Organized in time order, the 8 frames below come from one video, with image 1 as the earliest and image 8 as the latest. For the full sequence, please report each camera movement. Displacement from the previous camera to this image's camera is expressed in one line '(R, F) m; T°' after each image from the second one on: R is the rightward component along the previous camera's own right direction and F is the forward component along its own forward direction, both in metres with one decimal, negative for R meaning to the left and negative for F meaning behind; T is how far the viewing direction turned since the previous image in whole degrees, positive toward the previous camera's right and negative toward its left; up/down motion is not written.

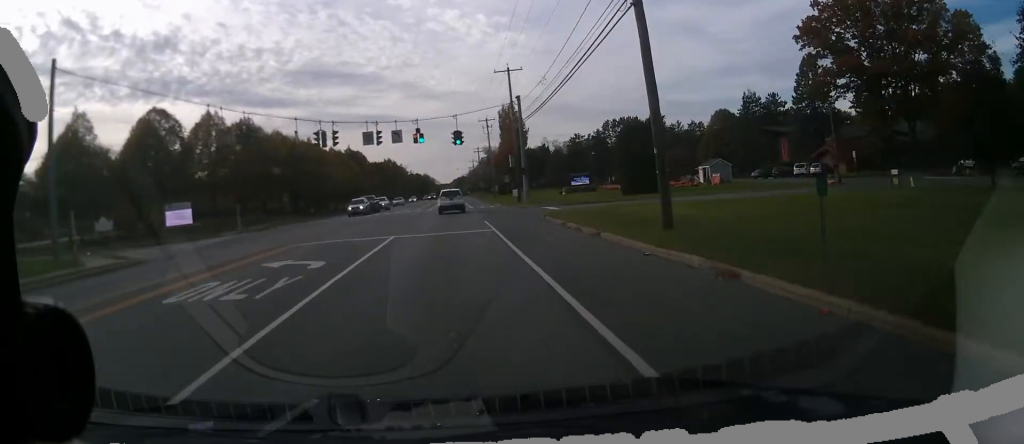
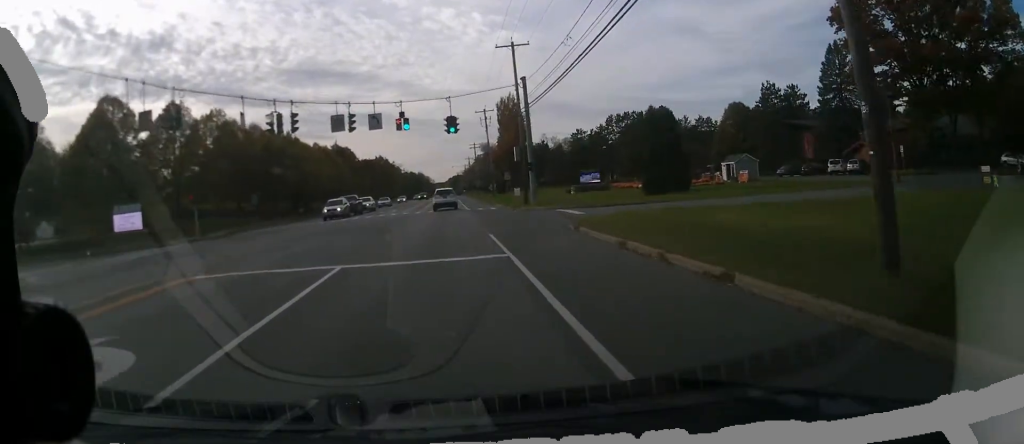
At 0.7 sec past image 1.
(+0.1, +11.4) m; -1°
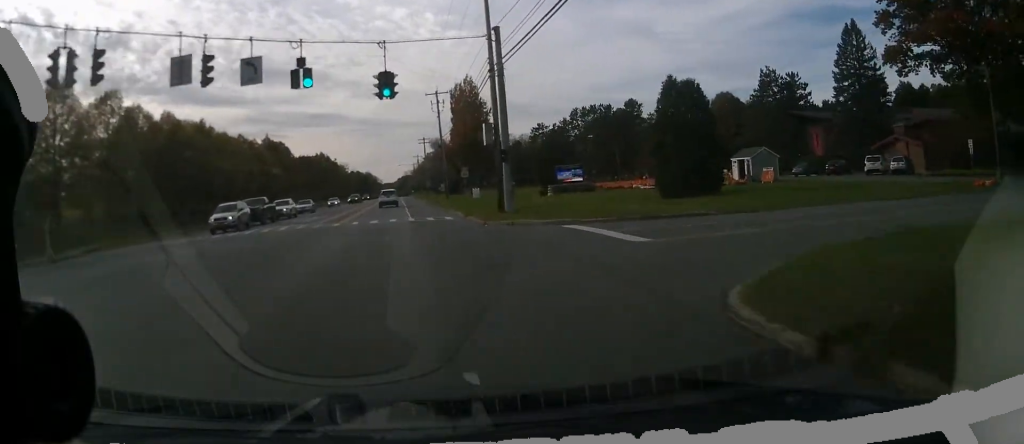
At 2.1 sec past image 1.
(-0.6, +20.8) m; 0°
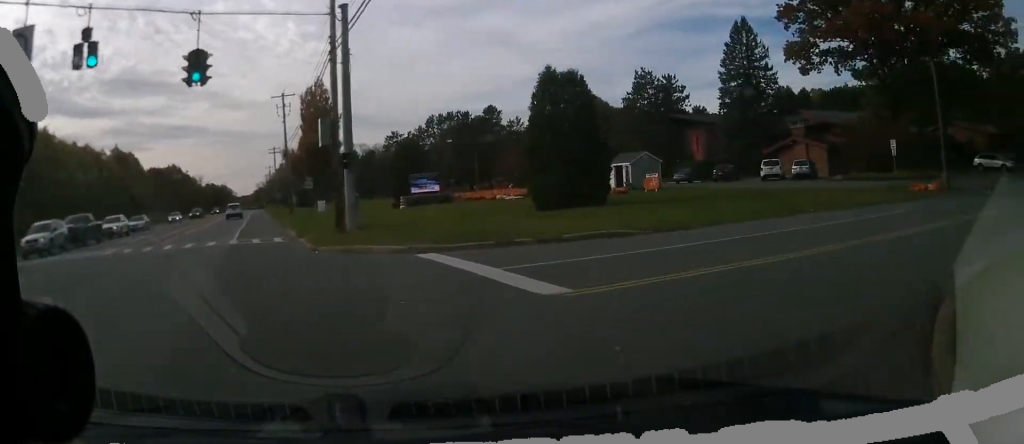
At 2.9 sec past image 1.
(+0.6, +8.1) m; +5°
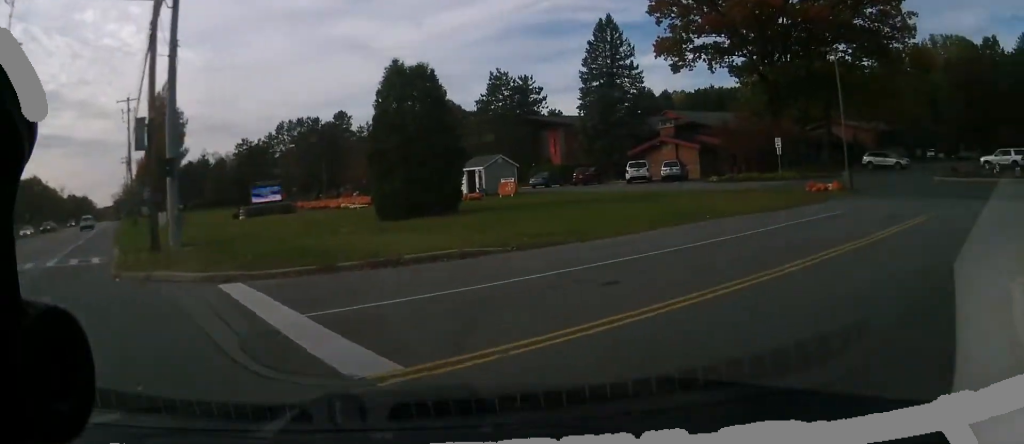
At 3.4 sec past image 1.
(+0.1, +5.0) m; +5°
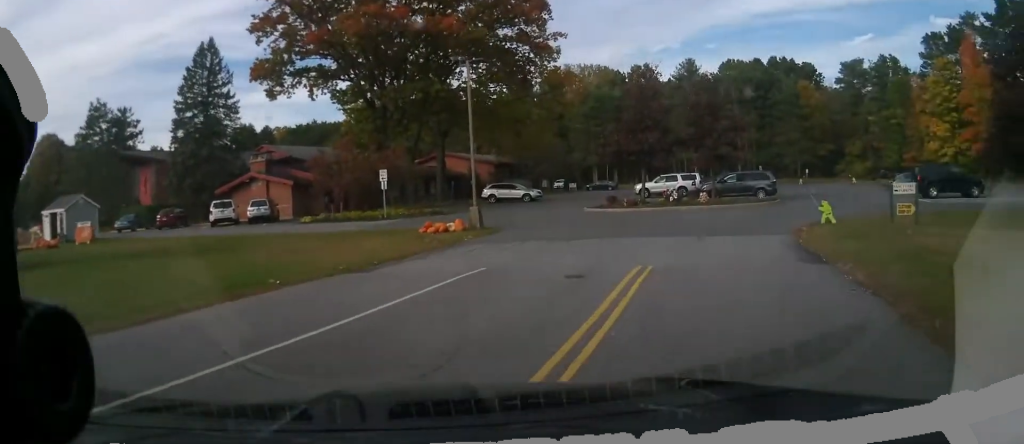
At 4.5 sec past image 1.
(+0.8, +8.8) m; +21°
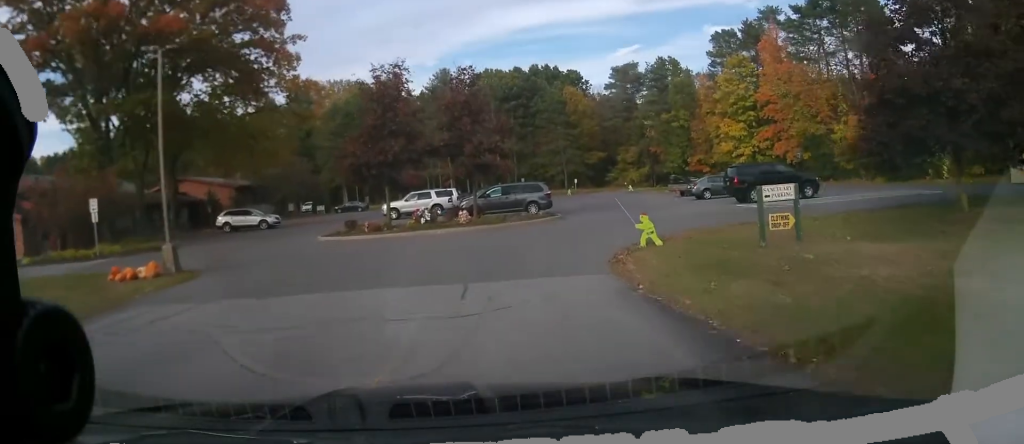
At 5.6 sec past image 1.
(+2.0, +5.5) m; +41°
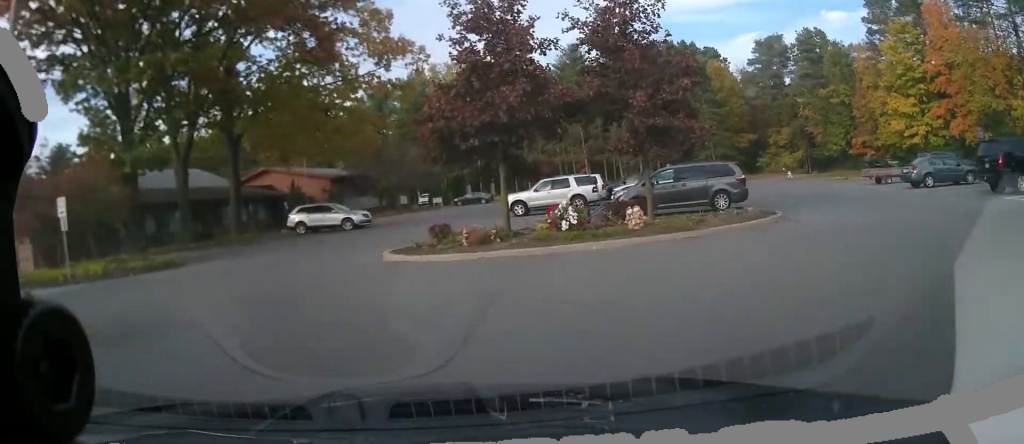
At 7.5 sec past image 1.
(+3.3, +9.7) m; +17°
